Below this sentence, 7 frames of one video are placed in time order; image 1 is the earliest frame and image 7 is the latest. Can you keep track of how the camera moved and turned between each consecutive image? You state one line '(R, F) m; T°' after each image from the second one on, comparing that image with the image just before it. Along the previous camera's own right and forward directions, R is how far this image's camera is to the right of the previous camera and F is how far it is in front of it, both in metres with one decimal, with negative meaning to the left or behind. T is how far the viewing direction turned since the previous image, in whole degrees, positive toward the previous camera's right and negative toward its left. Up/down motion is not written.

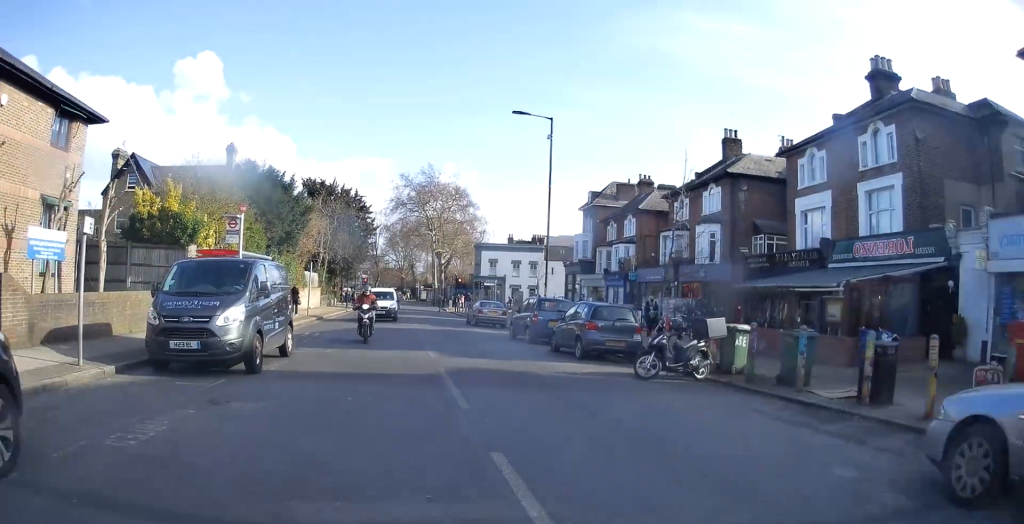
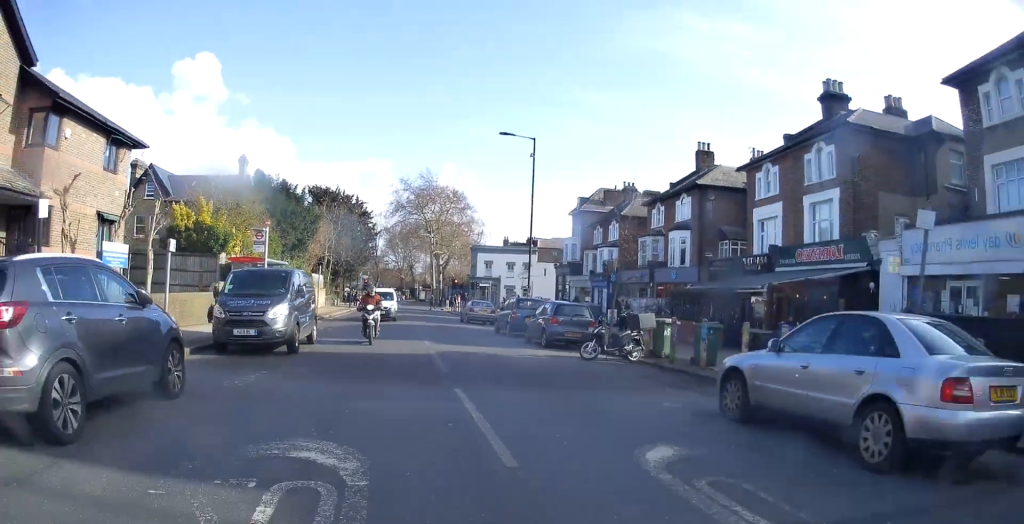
(+0.1, +4.1) m; 0°
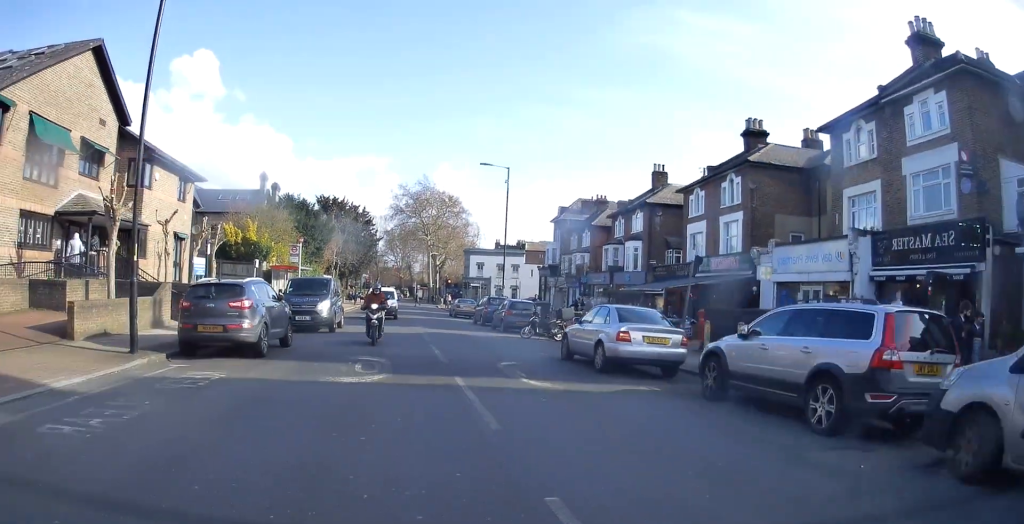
(+0.1, +8.5) m; 0°
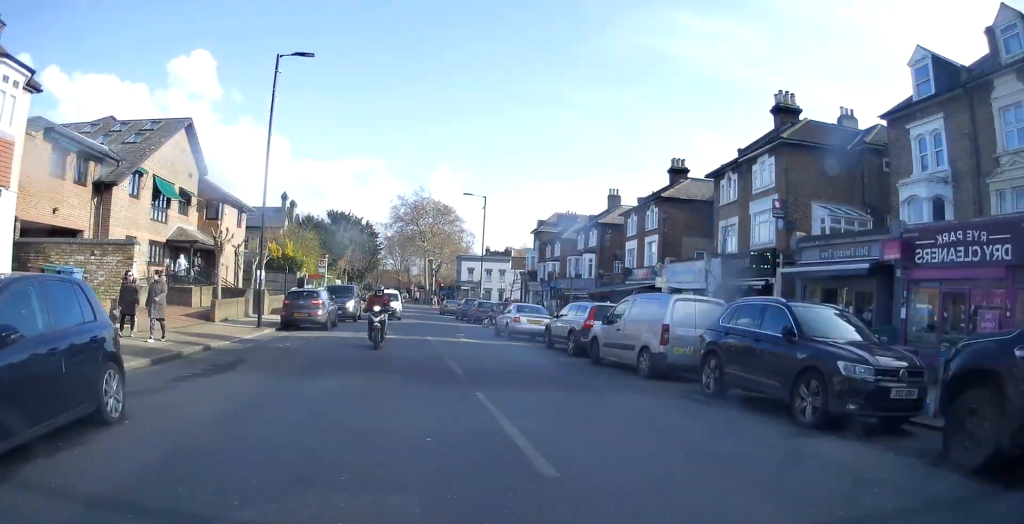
(-0.2, +11.9) m; -2°
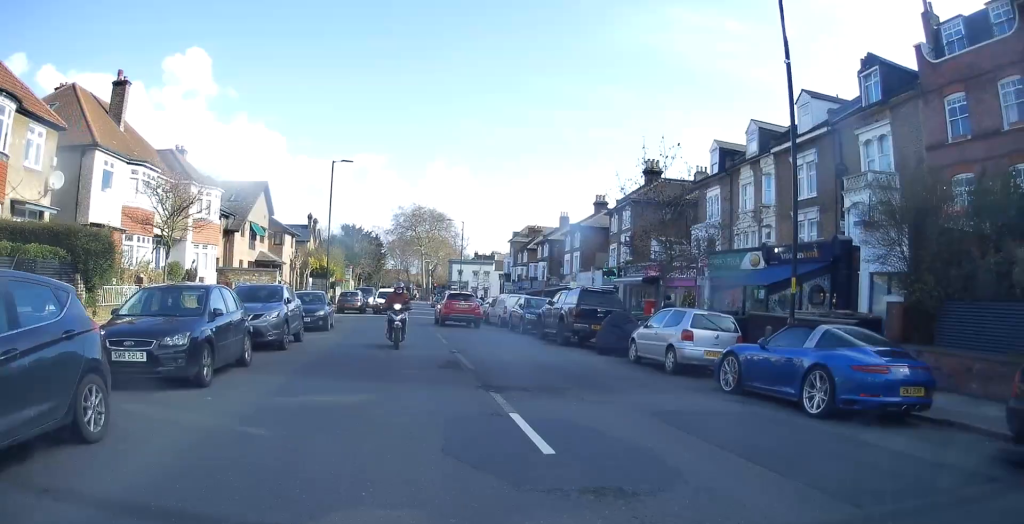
(-0.4, +20.2) m; -1°
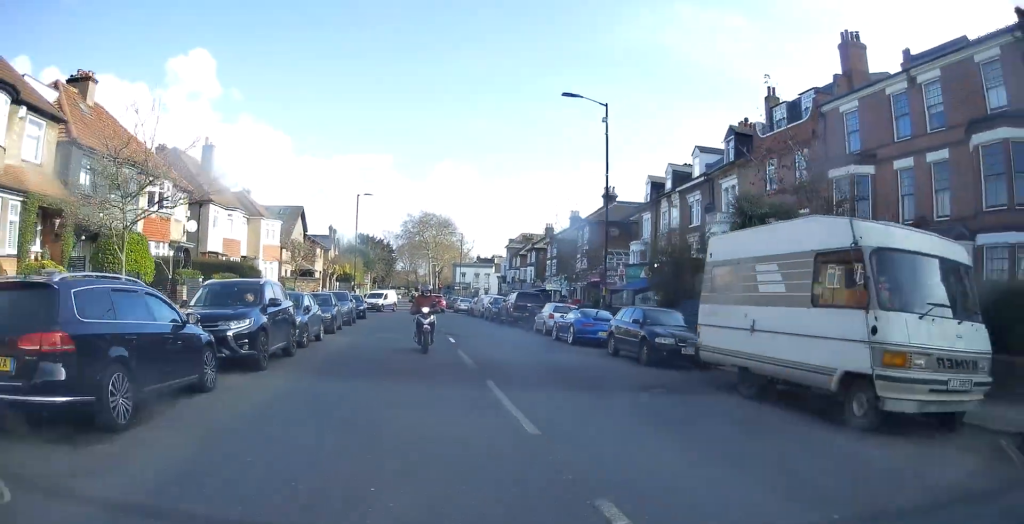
(+0.2, +13.5) m; +3°
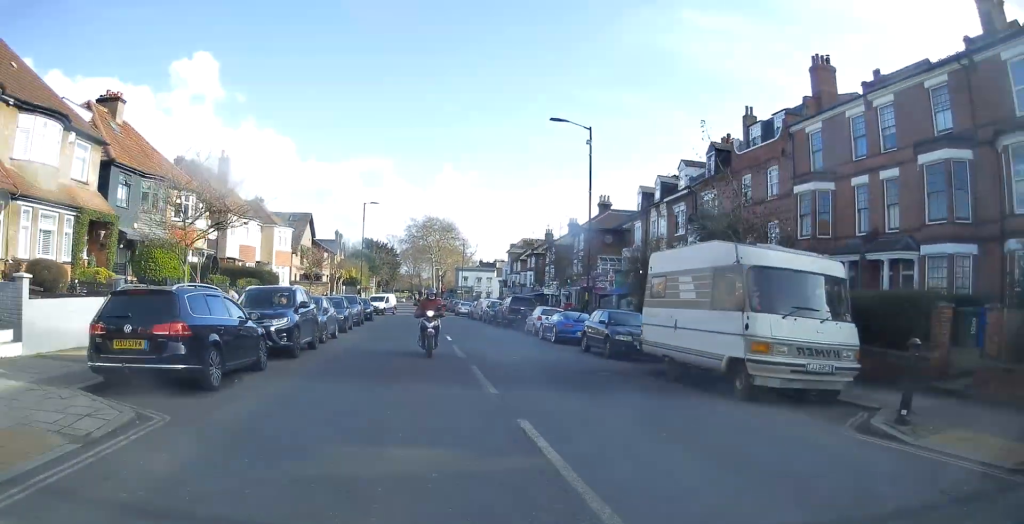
(0.0, +3.1) m; +1°
